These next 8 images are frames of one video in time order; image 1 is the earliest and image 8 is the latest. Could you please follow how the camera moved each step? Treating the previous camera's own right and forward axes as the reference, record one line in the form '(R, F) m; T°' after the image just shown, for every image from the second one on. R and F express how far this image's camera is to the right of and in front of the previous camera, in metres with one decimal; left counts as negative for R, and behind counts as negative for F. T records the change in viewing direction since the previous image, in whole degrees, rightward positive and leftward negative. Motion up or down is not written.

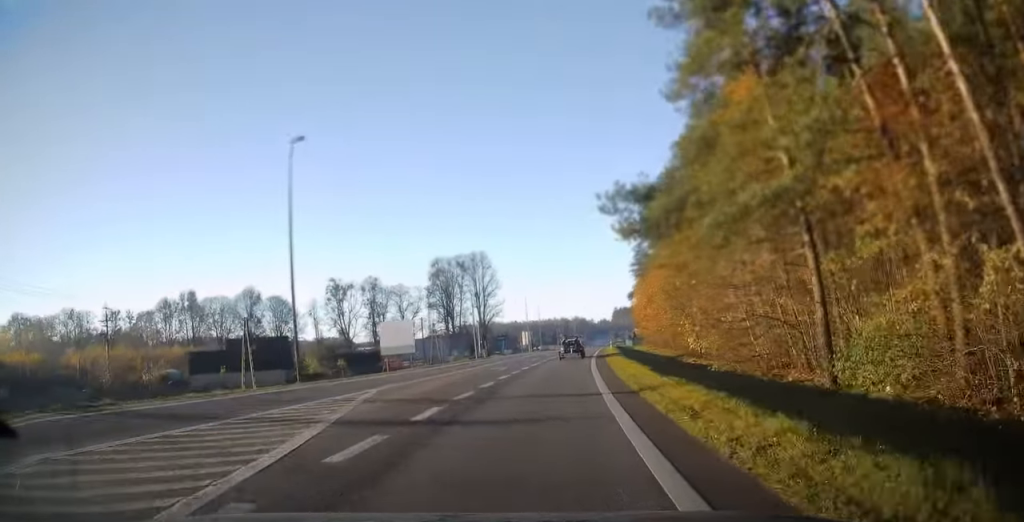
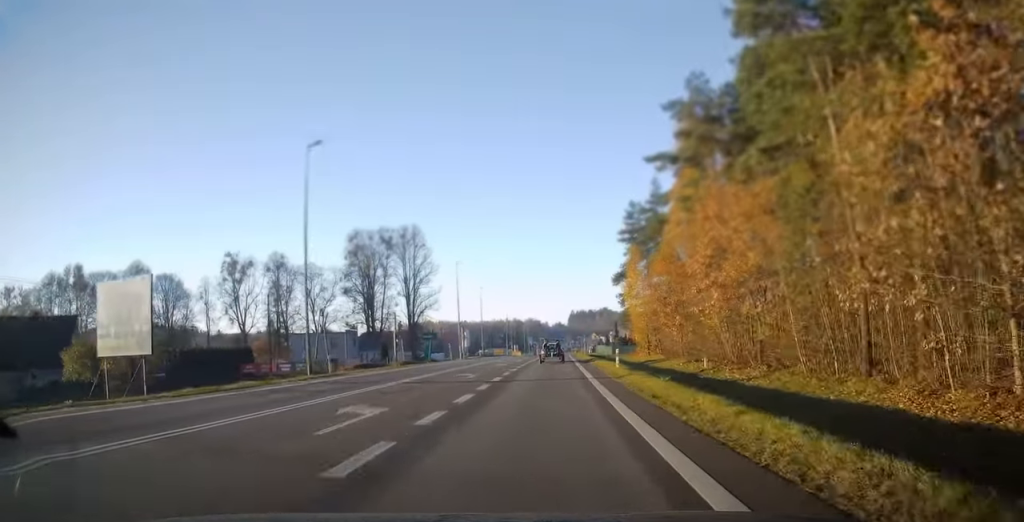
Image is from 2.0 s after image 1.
(+1.2, +36.7) m; +3°
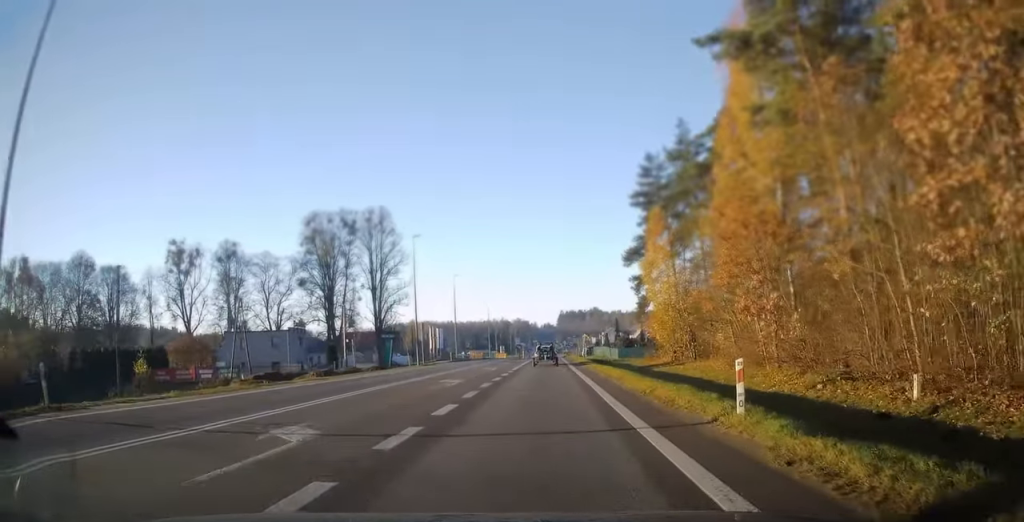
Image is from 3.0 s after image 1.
(+0.1, +18.5) m; +1°
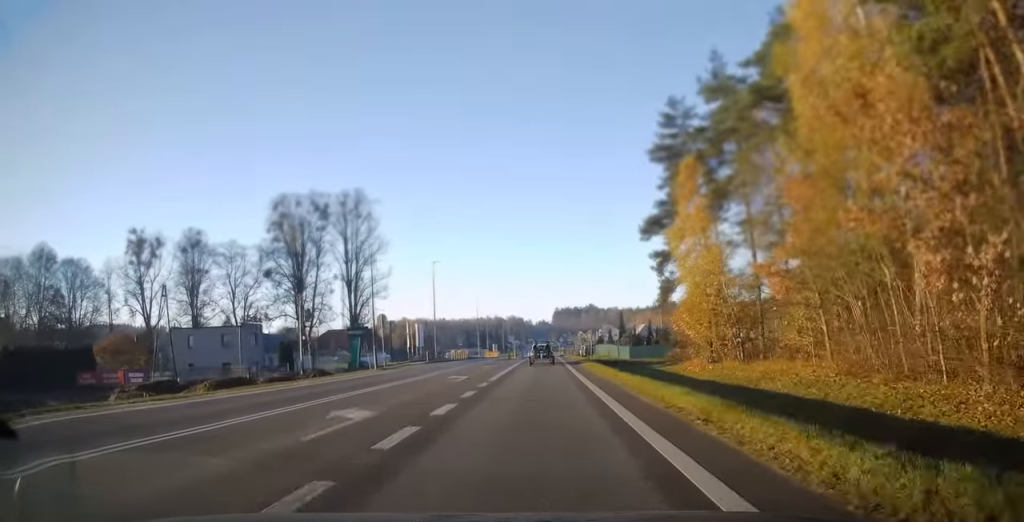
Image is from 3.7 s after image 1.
(+0.2, +12.1) m; +1°
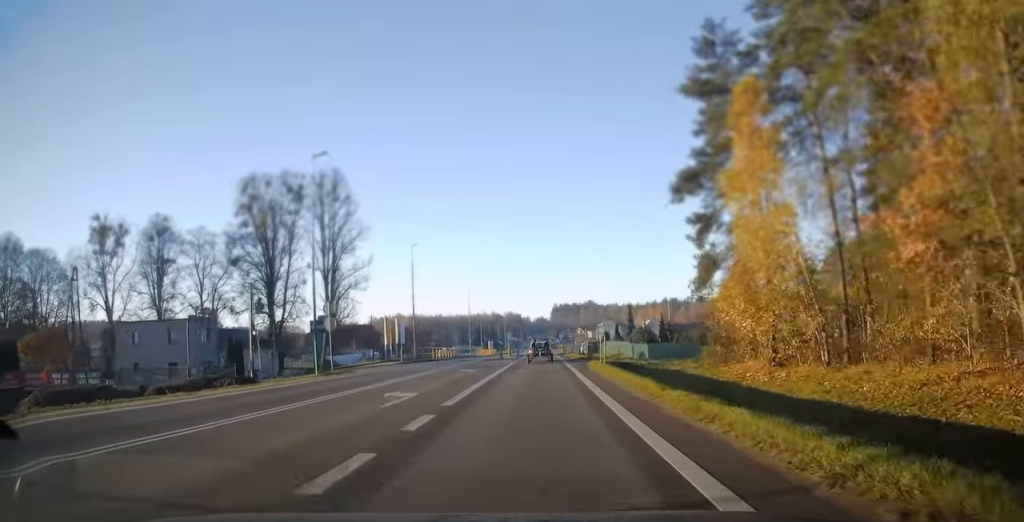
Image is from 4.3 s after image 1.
(+0.1, +10.6) m; +1°
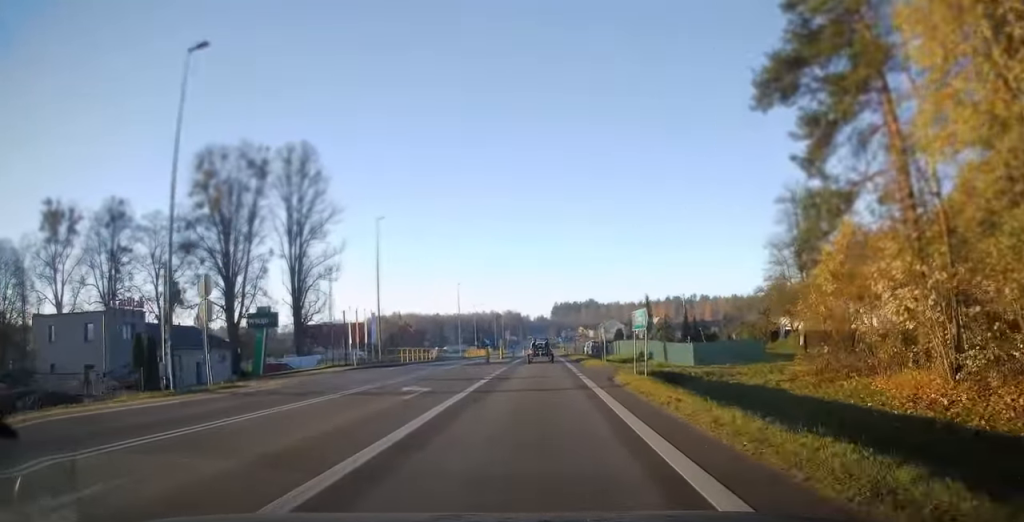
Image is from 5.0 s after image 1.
(+0.1, +12.9) m; -1°
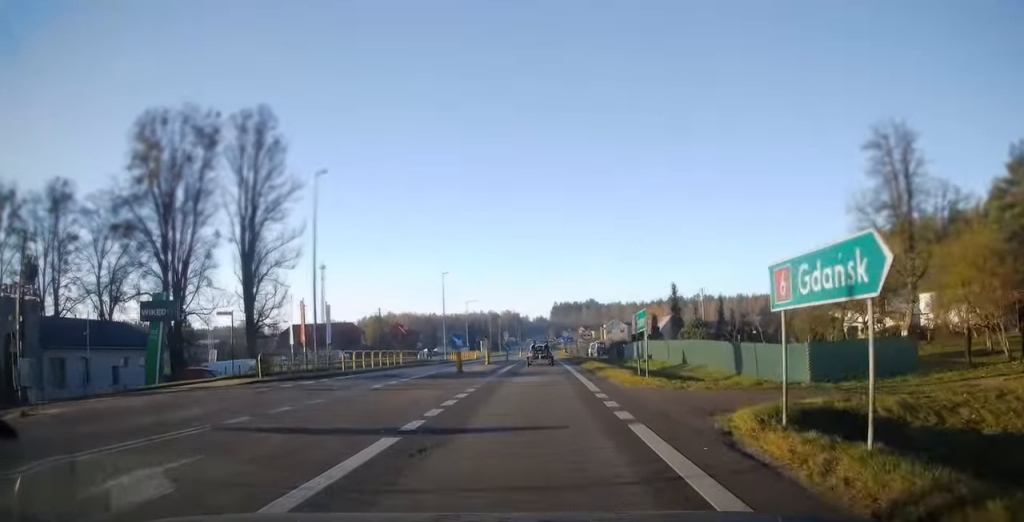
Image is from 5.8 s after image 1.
(-0.2, +13.5) m; 0°
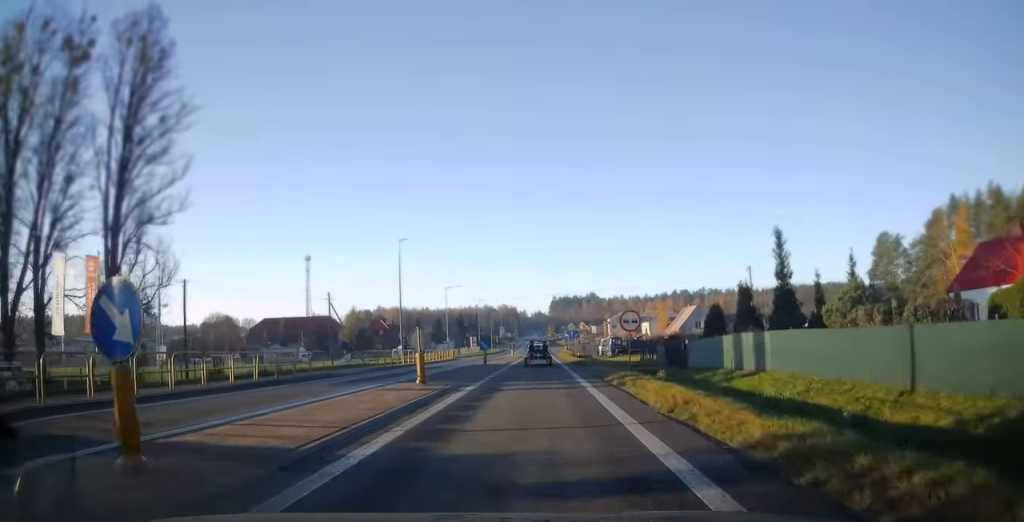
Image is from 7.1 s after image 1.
(+0.1, +23.6) m; +1°
